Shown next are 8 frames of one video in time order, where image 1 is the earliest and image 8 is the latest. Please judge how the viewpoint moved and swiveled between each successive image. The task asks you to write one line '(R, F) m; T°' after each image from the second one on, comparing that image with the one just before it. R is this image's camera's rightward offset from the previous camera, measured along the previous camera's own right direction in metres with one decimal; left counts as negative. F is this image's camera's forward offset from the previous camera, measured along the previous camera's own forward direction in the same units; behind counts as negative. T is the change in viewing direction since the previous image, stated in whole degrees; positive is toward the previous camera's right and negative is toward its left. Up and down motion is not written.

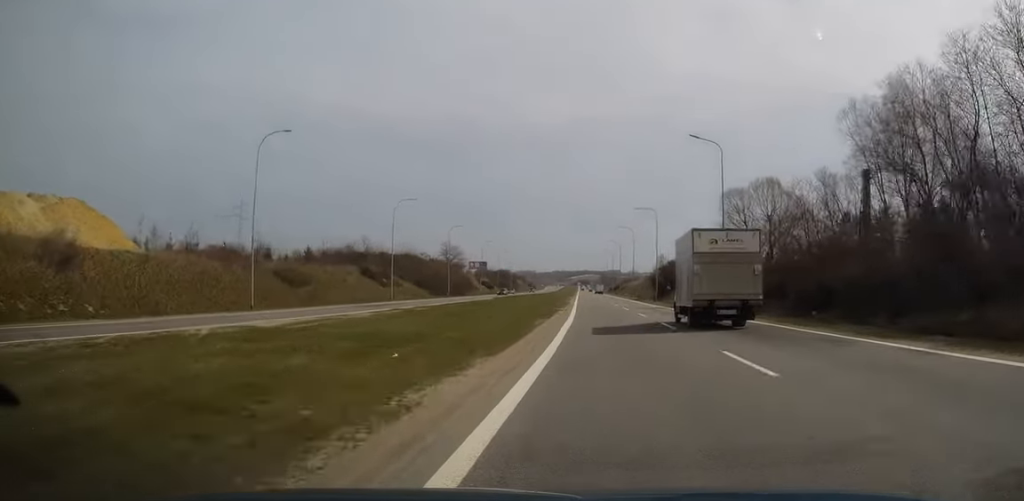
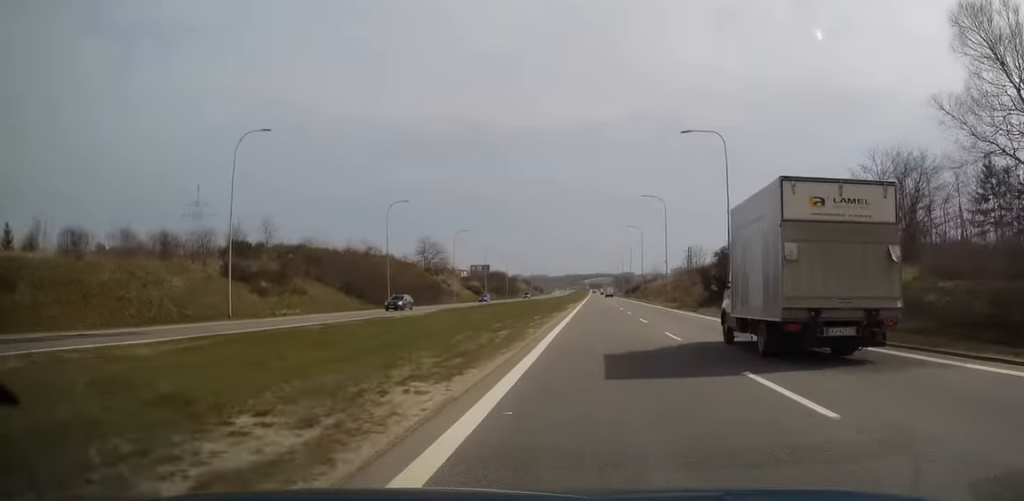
(-1.1, +38.9) m; -1°
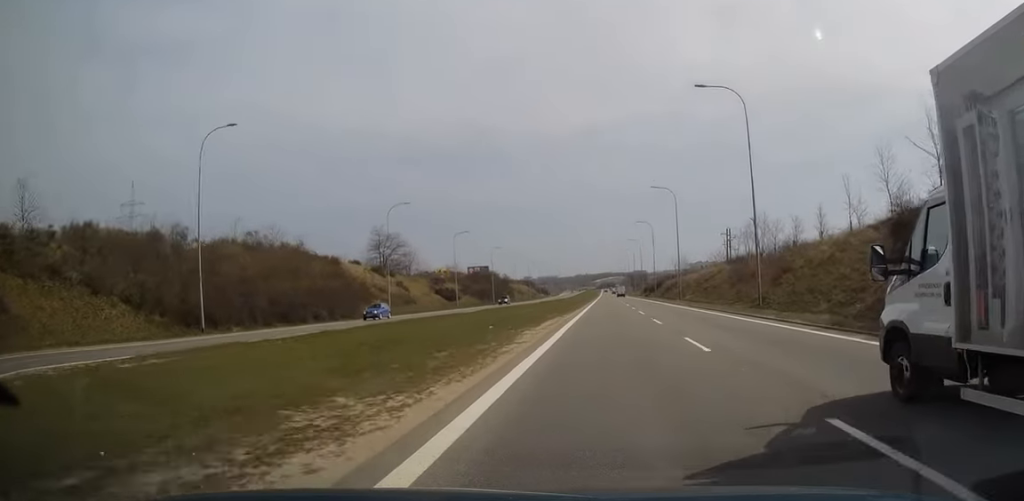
(+0.3, +39.9) m; 0°
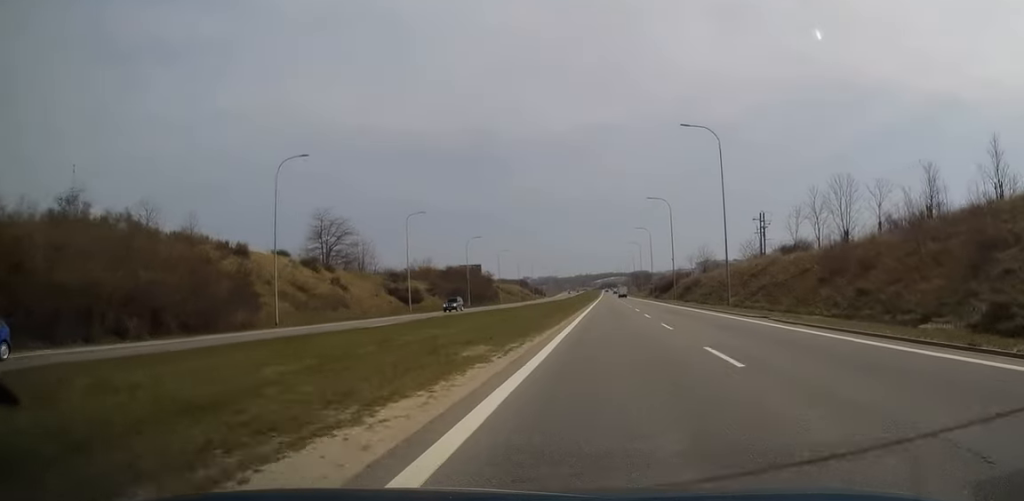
(-0.4, +26.8) m; -1°
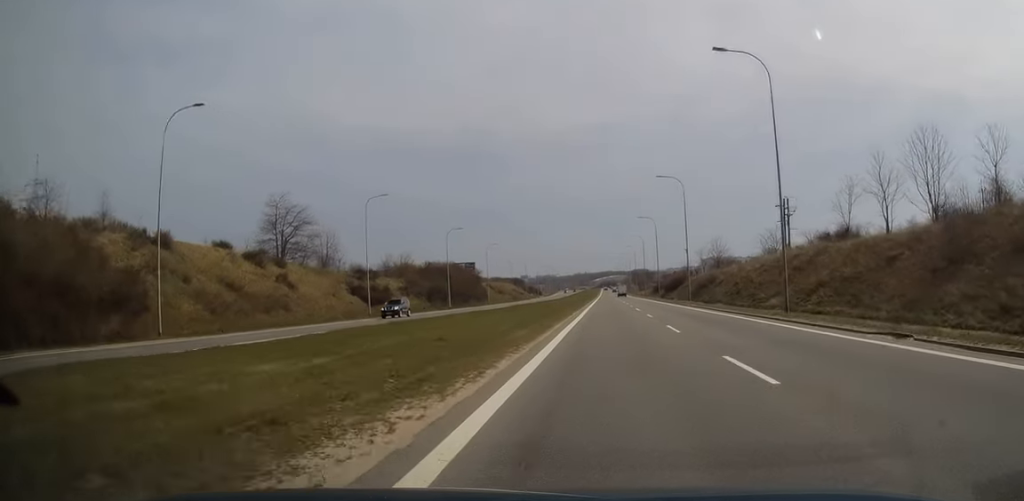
(0.0, +14.2) m; 0°
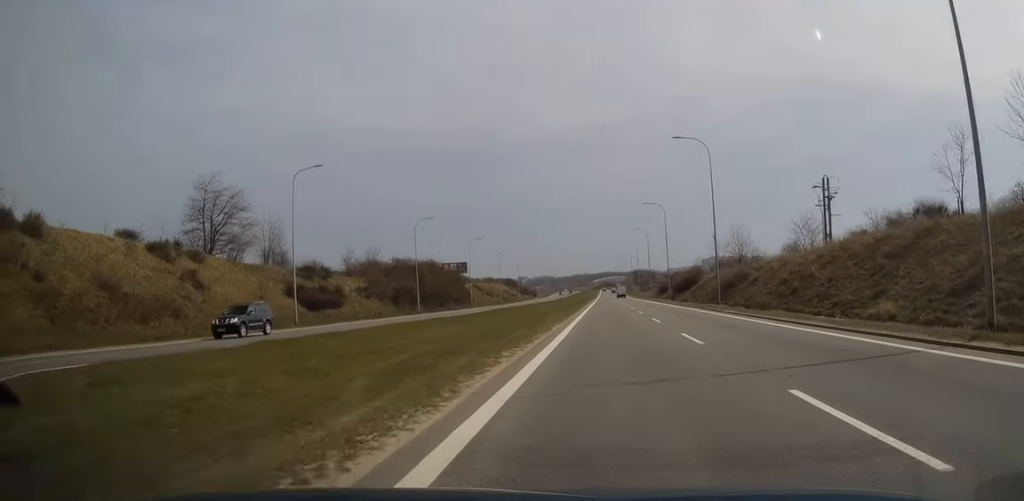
(-0.1, +16.7) m; 0°
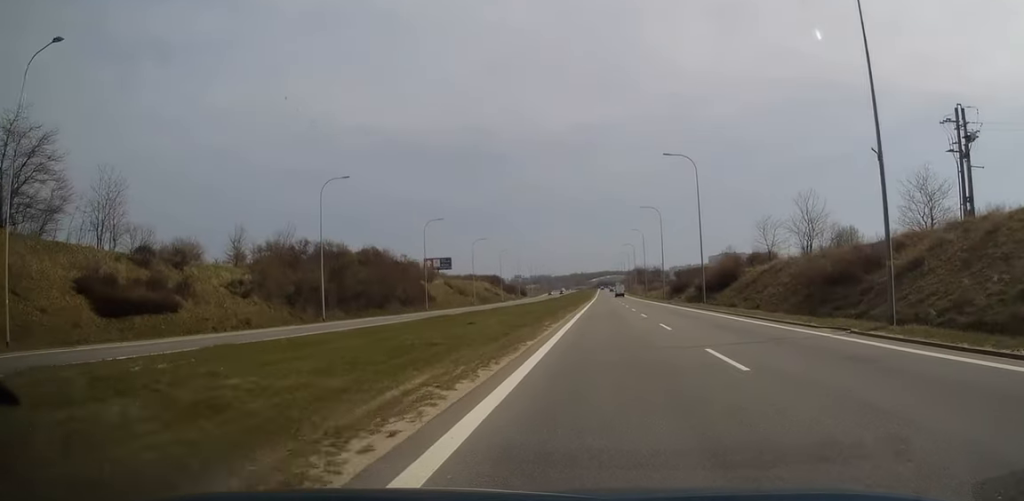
(+0.4, +29.2) m; +1°
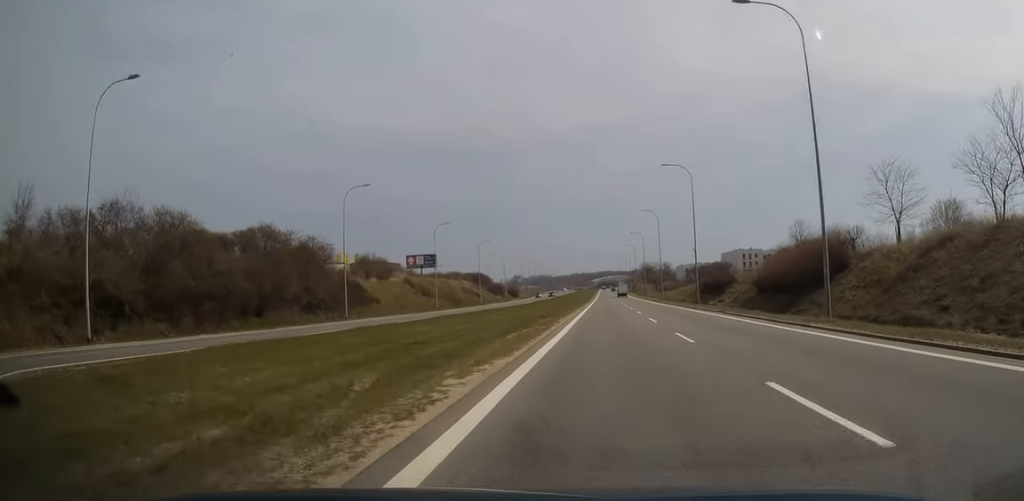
(+0.1, +29.2) m; -1°
